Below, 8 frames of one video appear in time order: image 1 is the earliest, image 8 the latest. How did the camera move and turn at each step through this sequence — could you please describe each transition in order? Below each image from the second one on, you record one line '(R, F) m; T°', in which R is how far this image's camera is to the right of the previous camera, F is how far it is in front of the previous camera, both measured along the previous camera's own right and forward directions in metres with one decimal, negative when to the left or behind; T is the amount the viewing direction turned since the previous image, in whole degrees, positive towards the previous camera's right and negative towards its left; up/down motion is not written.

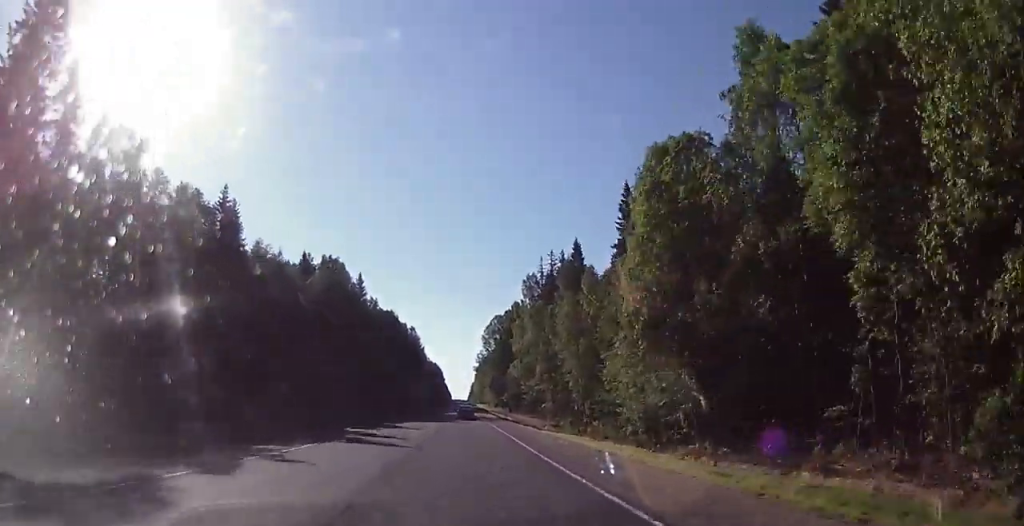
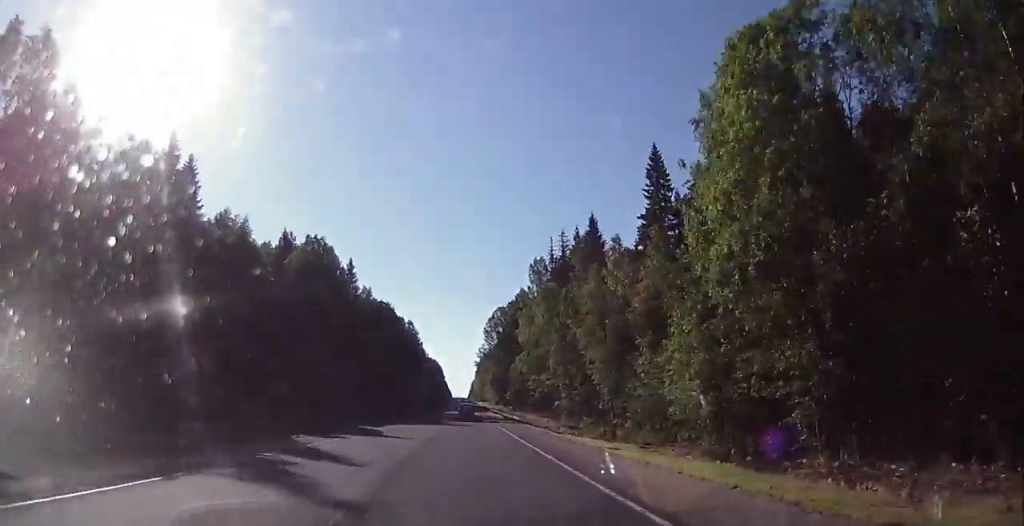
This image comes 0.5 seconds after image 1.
(+0.4, +11.0) m; +2°
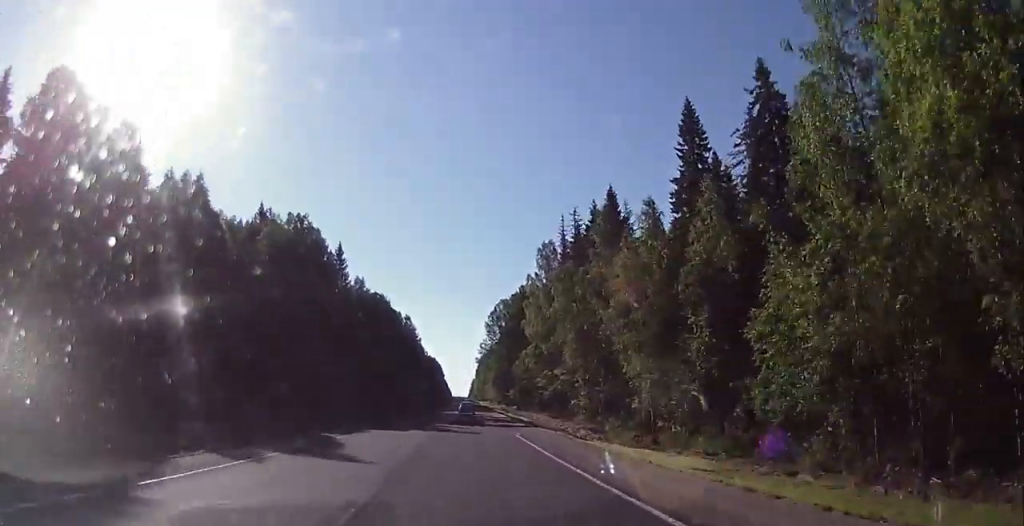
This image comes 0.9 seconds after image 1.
(+0.1, +10.2) m; +2°
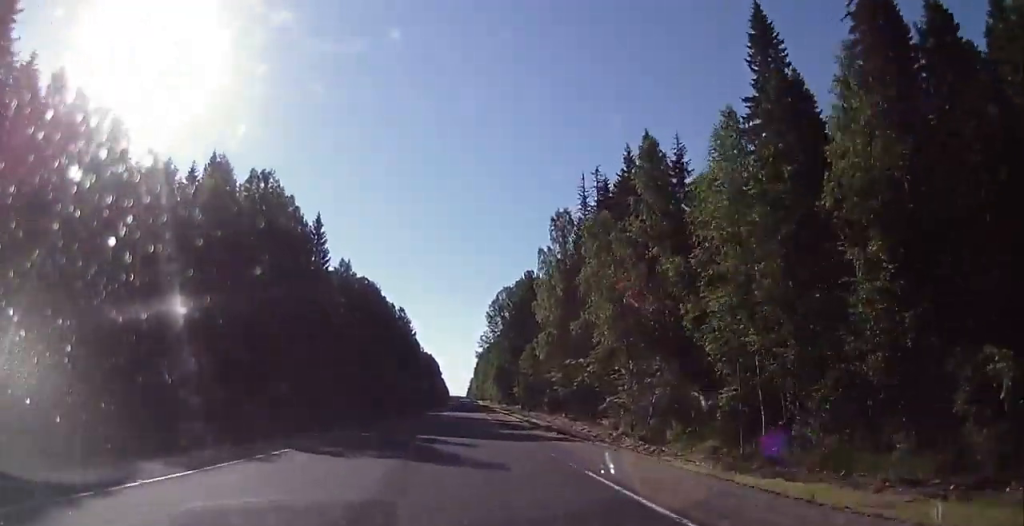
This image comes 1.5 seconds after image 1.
(+0.3, +15.1) m; +1°
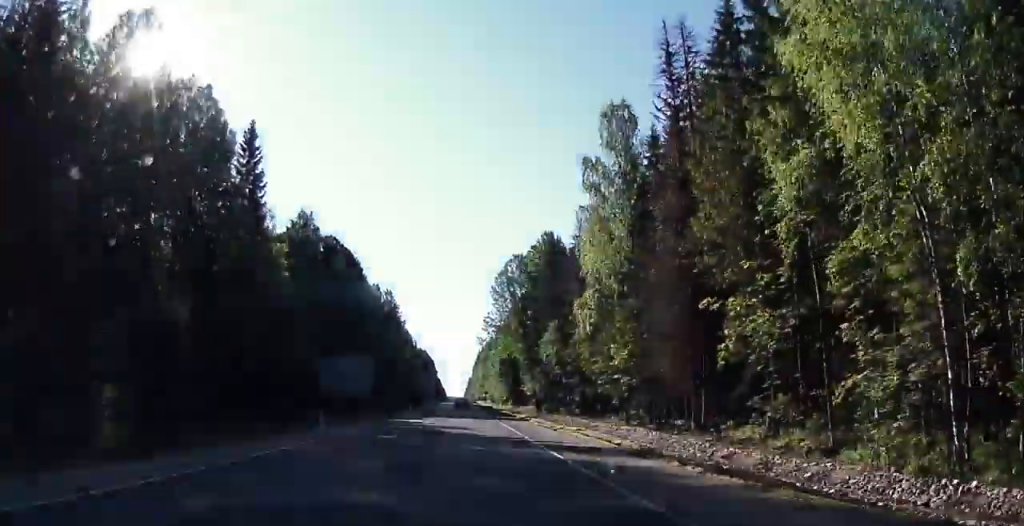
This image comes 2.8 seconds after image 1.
(+0.1, +29.7) m; 0°
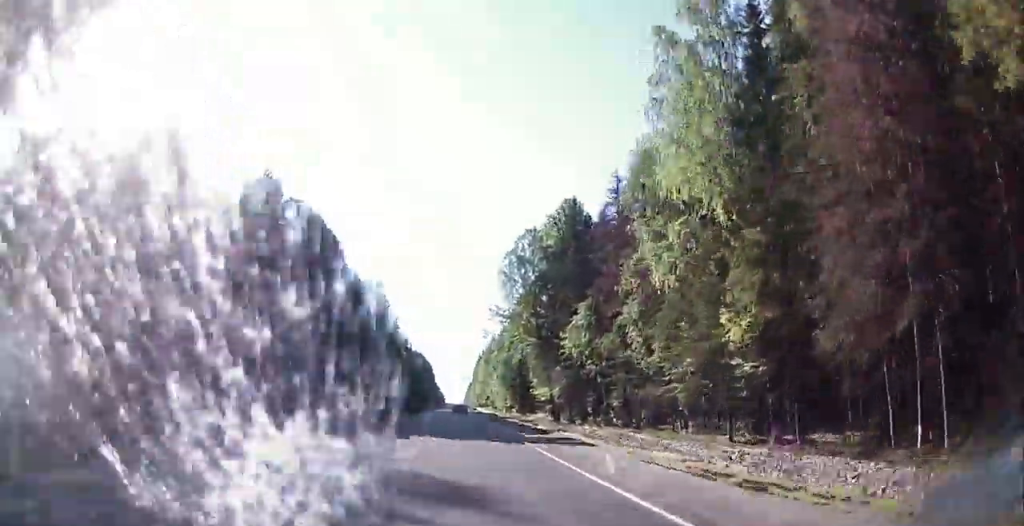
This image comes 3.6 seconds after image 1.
(0.0, +19.4) m; +1°
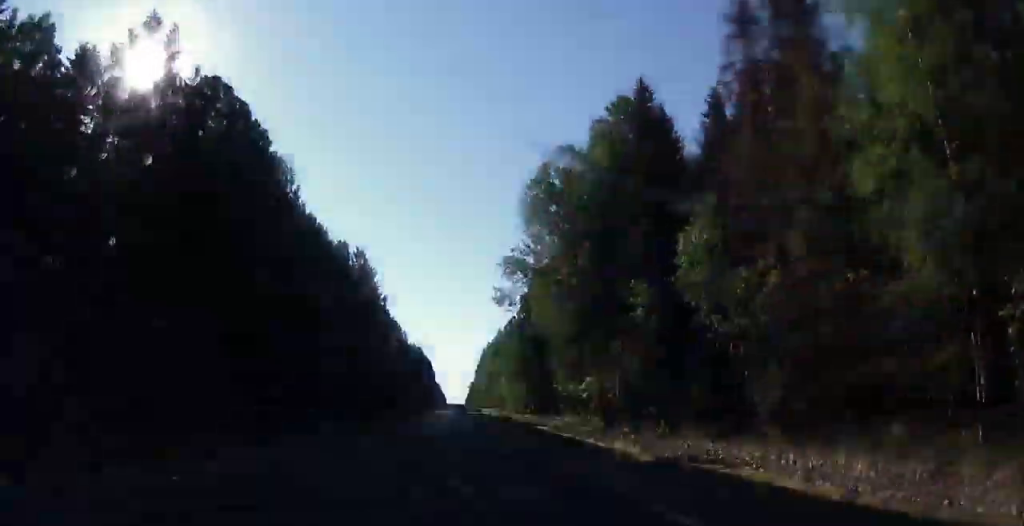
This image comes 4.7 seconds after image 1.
(+0.4, +28.6) m; +1°
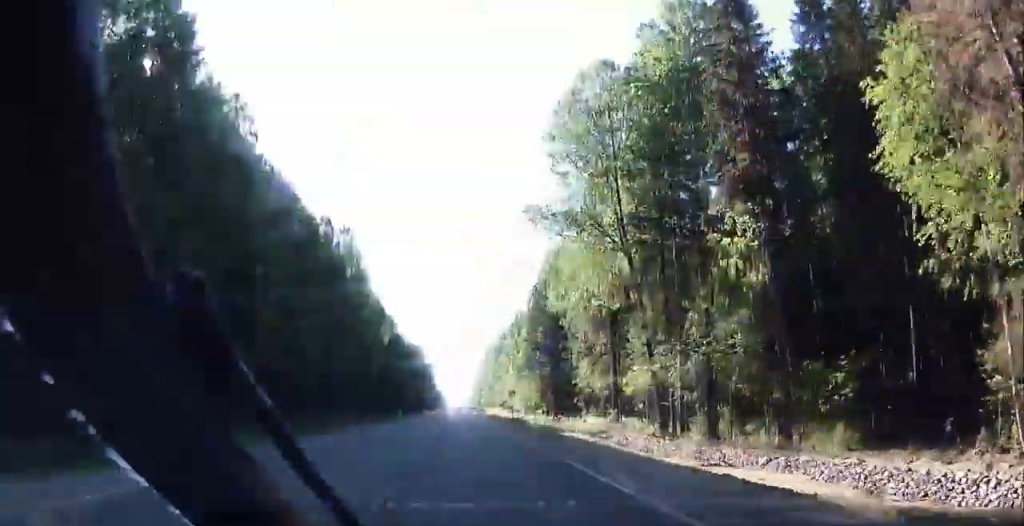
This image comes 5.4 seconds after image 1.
(0.0, +15.6) m; 0°
